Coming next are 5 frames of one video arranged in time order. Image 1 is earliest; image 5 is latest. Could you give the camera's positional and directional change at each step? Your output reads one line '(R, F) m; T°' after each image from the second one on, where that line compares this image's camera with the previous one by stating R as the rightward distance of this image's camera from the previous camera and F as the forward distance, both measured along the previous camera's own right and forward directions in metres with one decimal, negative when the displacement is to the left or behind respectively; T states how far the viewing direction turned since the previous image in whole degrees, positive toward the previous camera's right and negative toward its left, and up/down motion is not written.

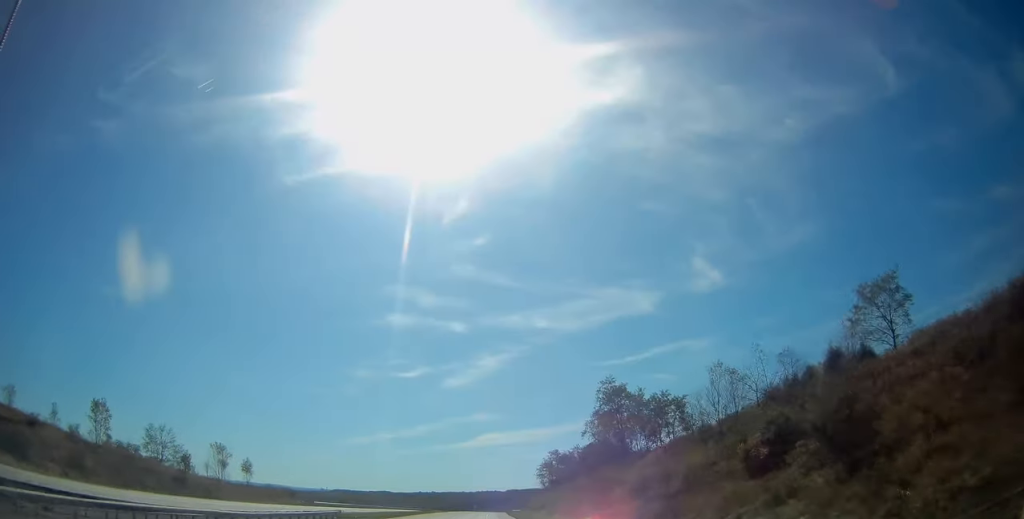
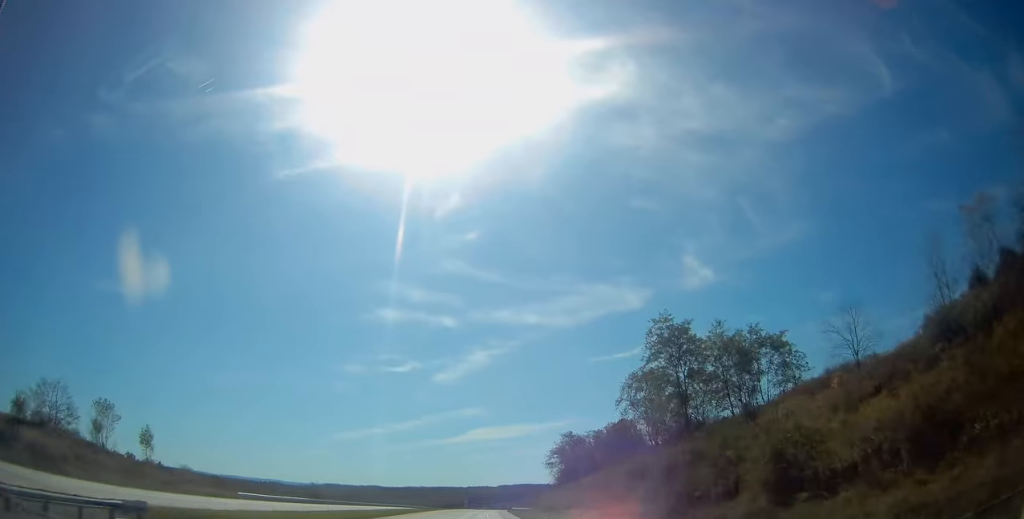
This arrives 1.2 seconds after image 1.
(+0.3, +31.7) m; +2°
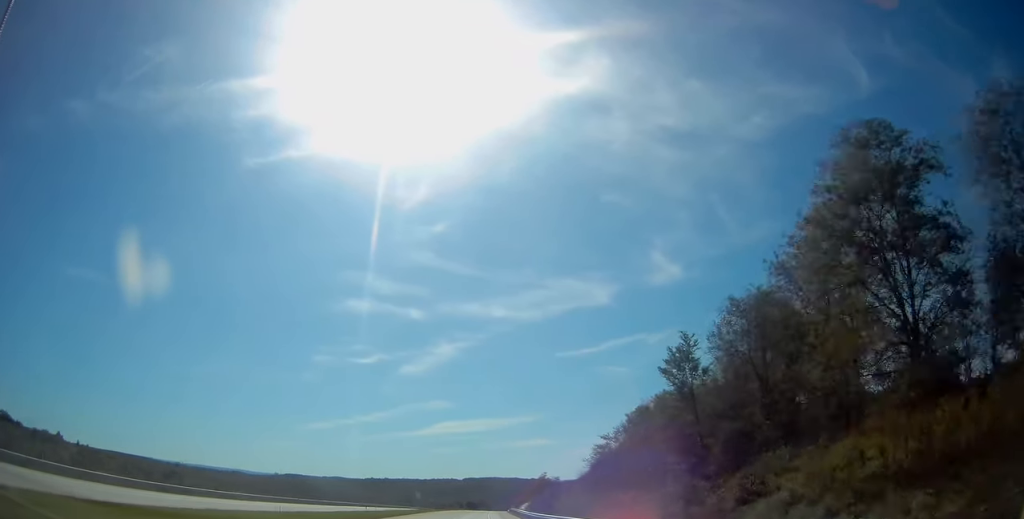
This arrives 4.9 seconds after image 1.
(+2.5, +101.0) m; +3°
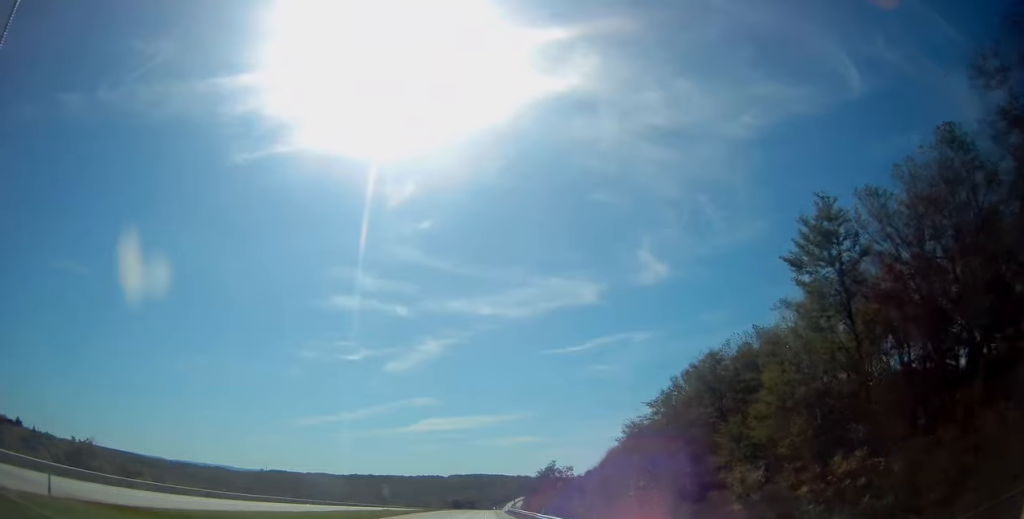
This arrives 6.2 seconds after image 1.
(+0.3, +33.8) m; +1°
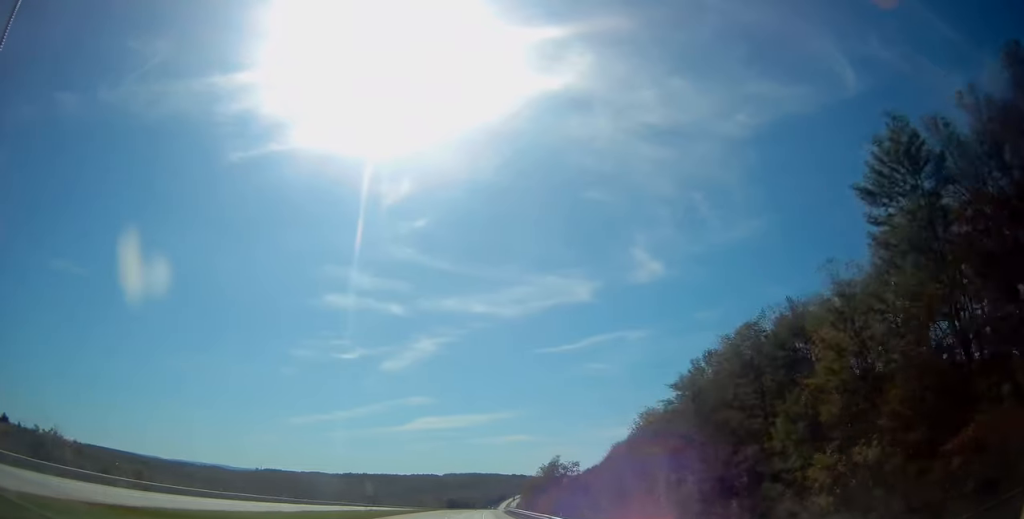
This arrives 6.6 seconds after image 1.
(+0.1, +10.6) m; +1°
